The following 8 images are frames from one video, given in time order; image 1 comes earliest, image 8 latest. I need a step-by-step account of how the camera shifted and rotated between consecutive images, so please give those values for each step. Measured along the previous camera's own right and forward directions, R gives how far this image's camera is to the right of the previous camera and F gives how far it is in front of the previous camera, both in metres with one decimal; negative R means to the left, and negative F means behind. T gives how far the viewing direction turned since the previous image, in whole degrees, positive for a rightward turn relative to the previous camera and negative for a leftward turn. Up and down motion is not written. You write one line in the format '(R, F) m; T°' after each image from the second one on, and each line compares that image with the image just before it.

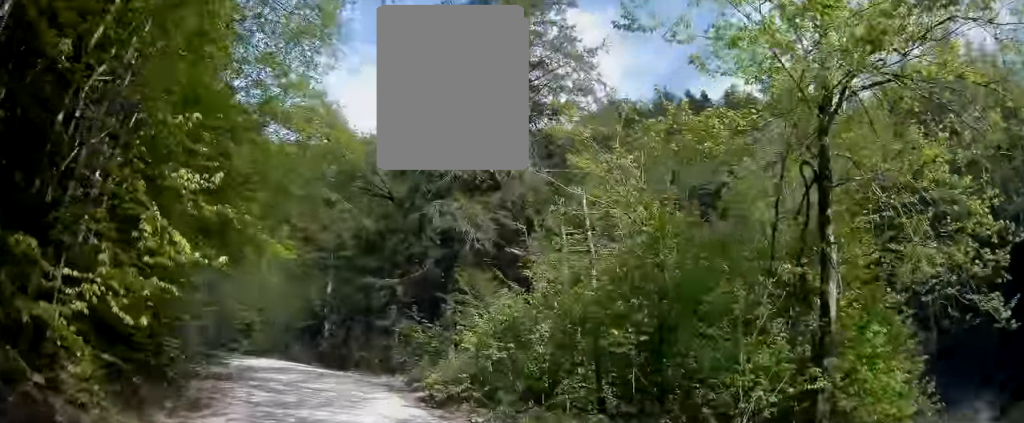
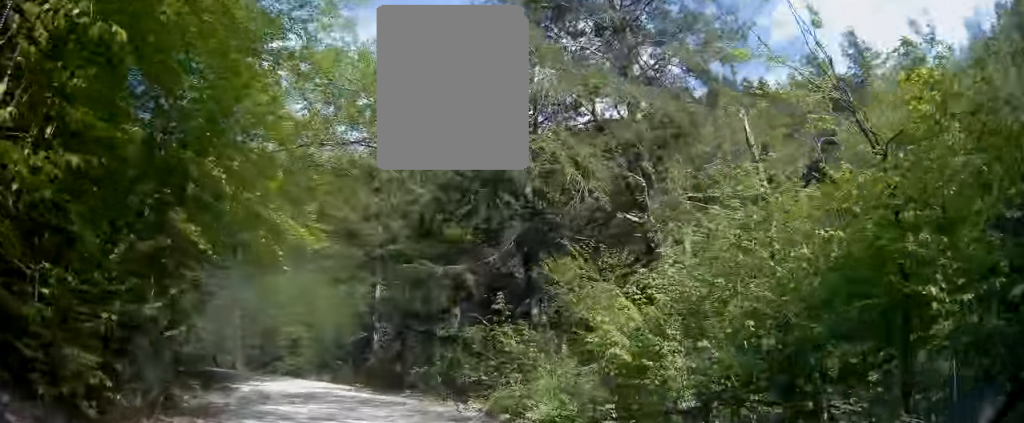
(0.0, +4.8) m; 0°
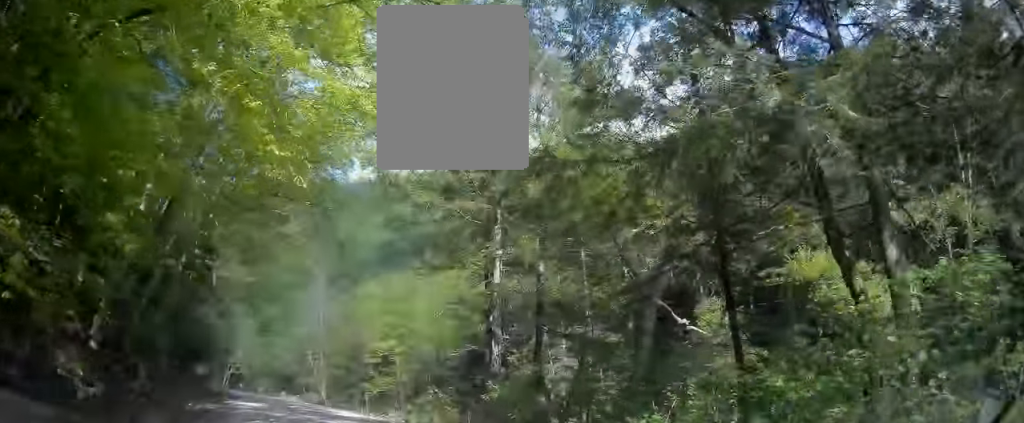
(-0.1, +10.8) m; -12°
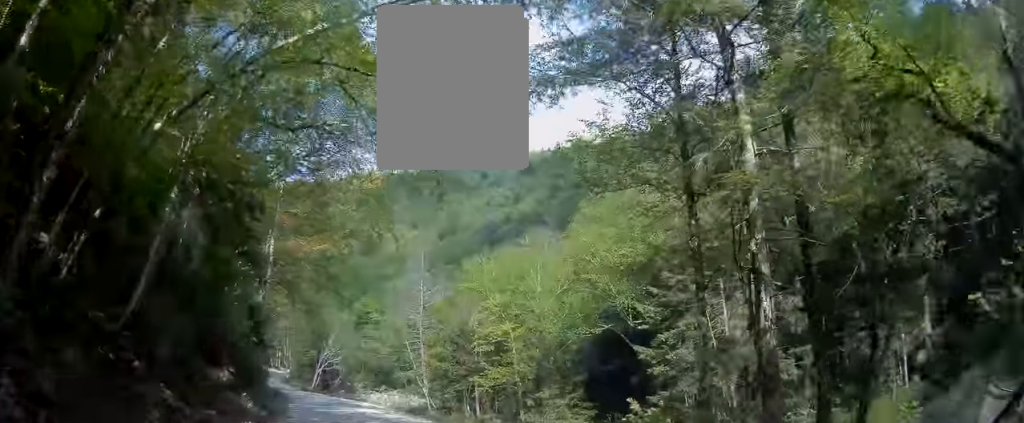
(-2.8, +10.2) m; -23°
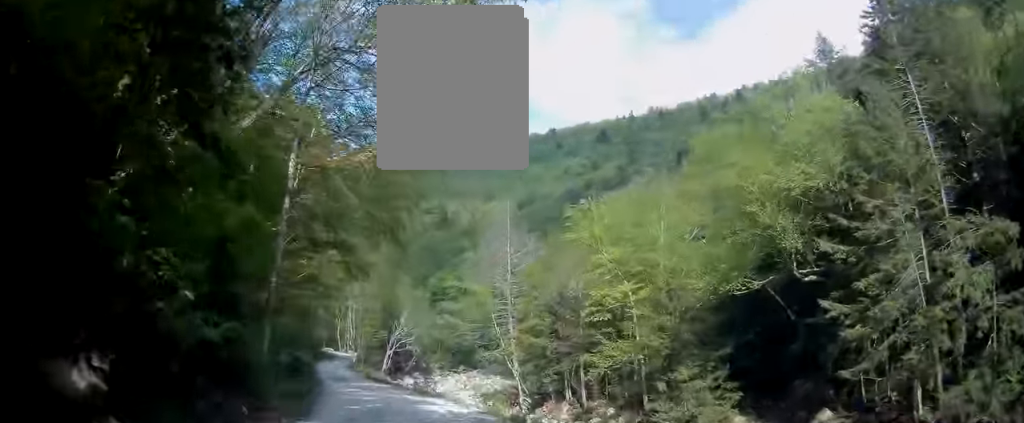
(-1.4, +12.5) m; -8°
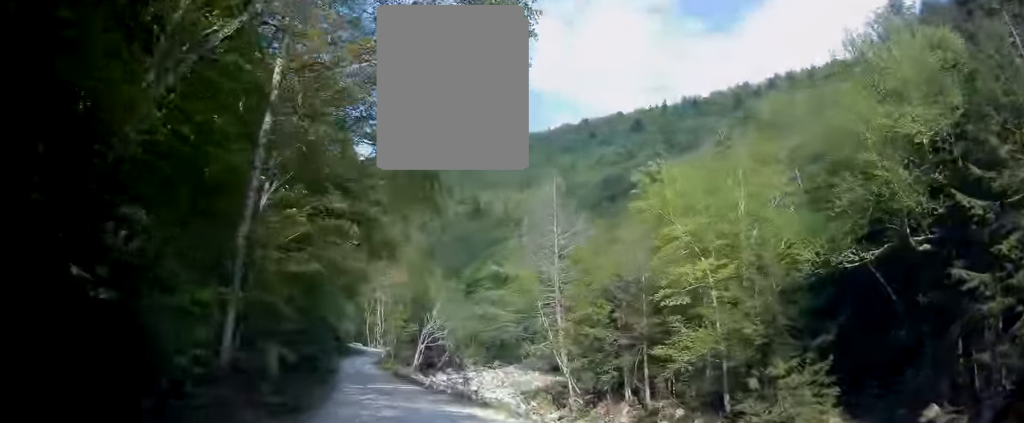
(0.0, +7.9) m; +2°
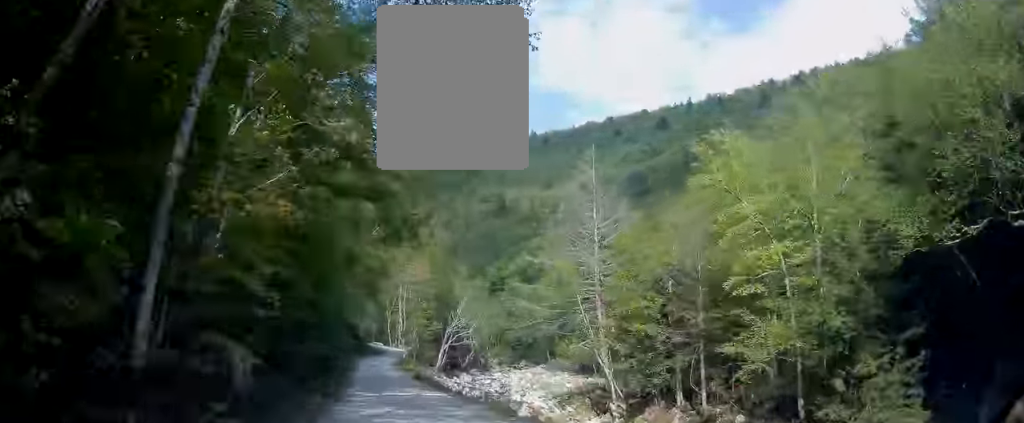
(+0.2, +6.0) m; -1°
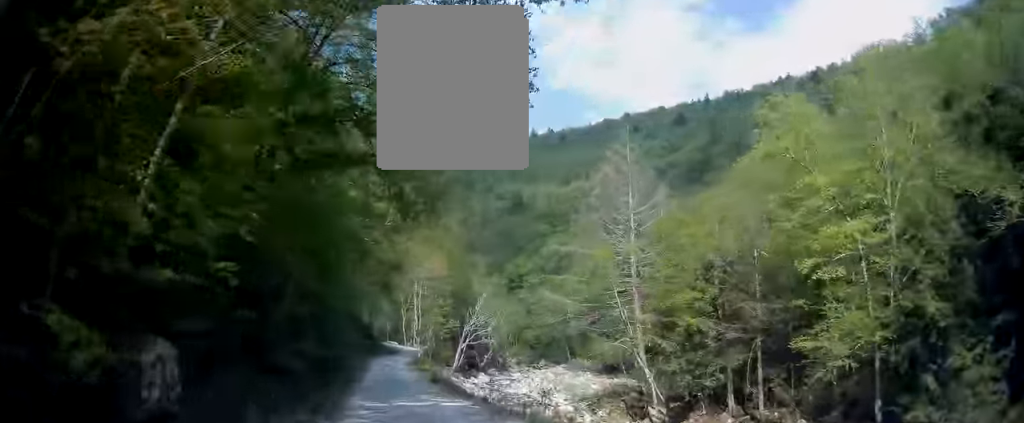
(+0.1, +5.5) m; -1°
